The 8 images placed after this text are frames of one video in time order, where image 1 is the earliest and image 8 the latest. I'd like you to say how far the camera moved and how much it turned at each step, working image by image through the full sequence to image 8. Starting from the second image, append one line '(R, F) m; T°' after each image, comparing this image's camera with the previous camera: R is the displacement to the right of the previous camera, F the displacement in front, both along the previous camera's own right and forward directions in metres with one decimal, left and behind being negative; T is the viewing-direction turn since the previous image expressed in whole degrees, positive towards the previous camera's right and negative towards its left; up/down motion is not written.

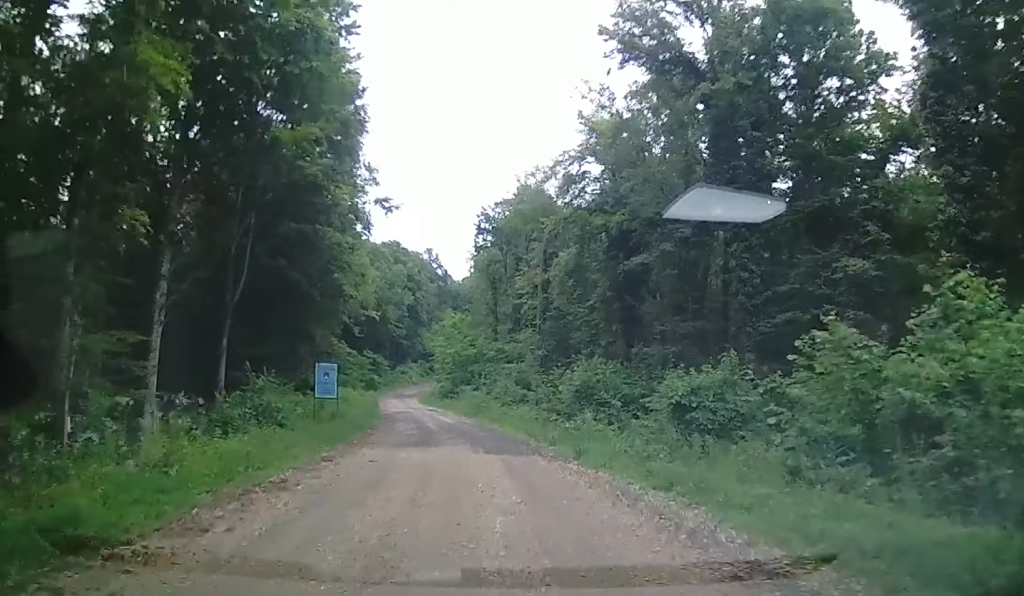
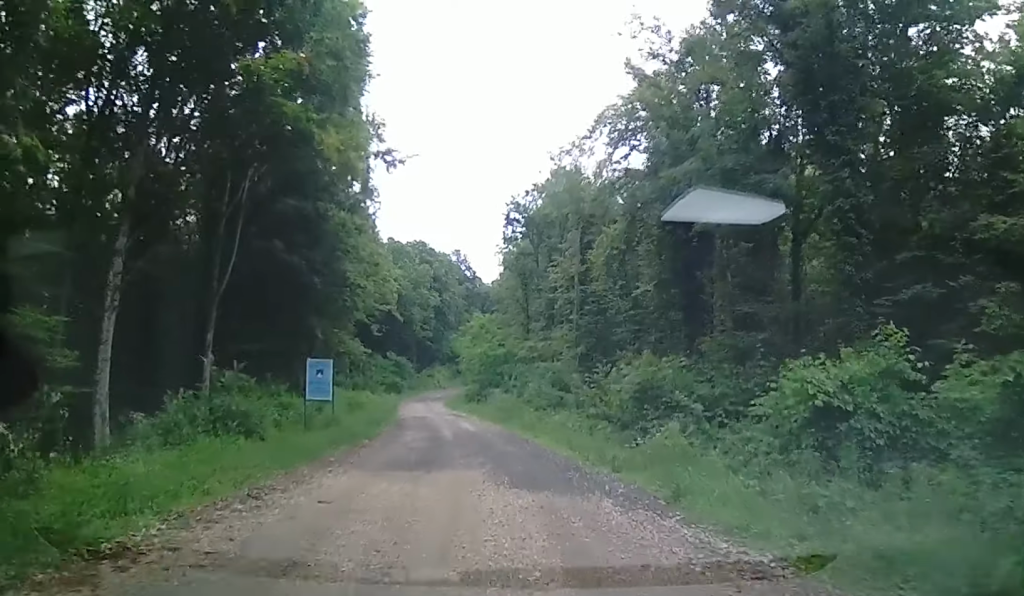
(-0.2, +6.2) m; -6°
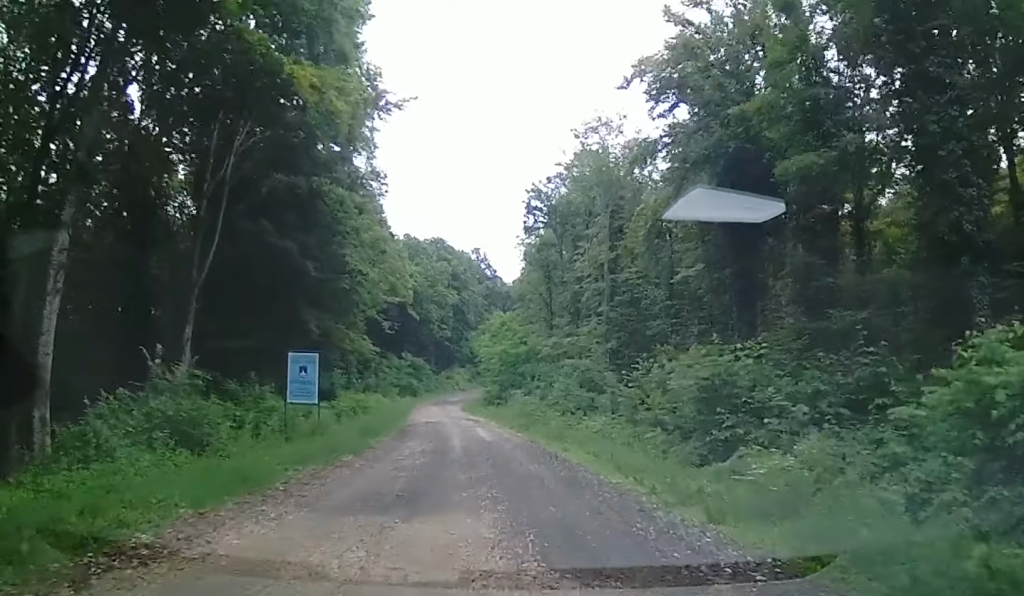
(-0.4, +4.9) m; +1°
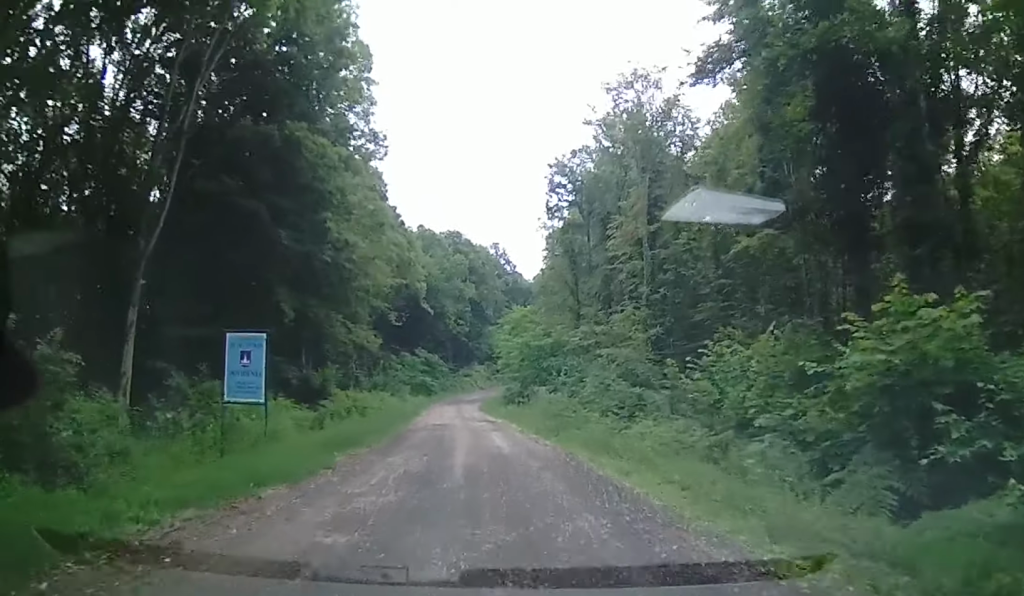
(+0.4, +6.7) m; +6°
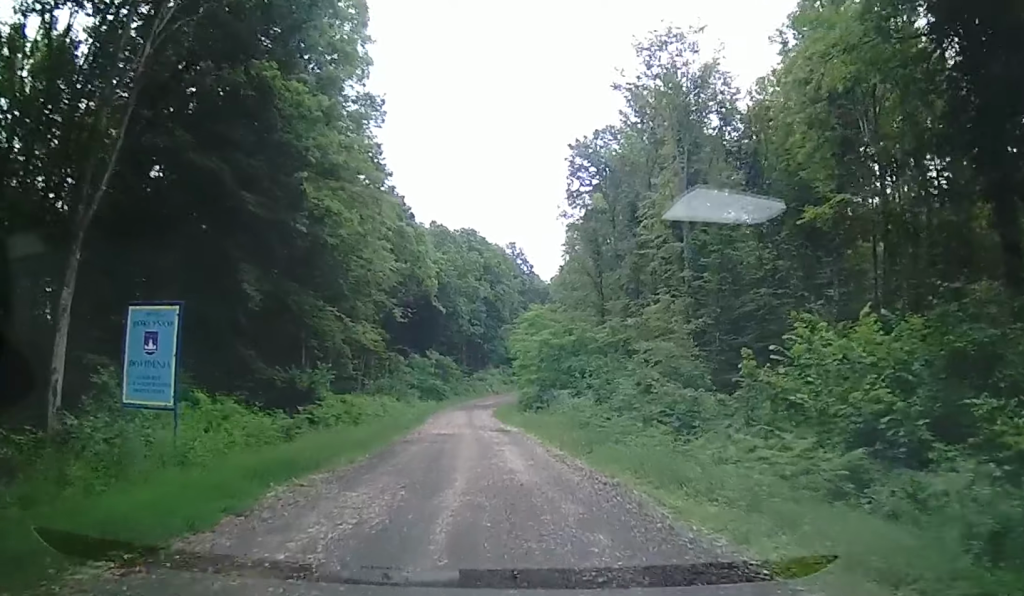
(+0.3, +5.1) m; 0°
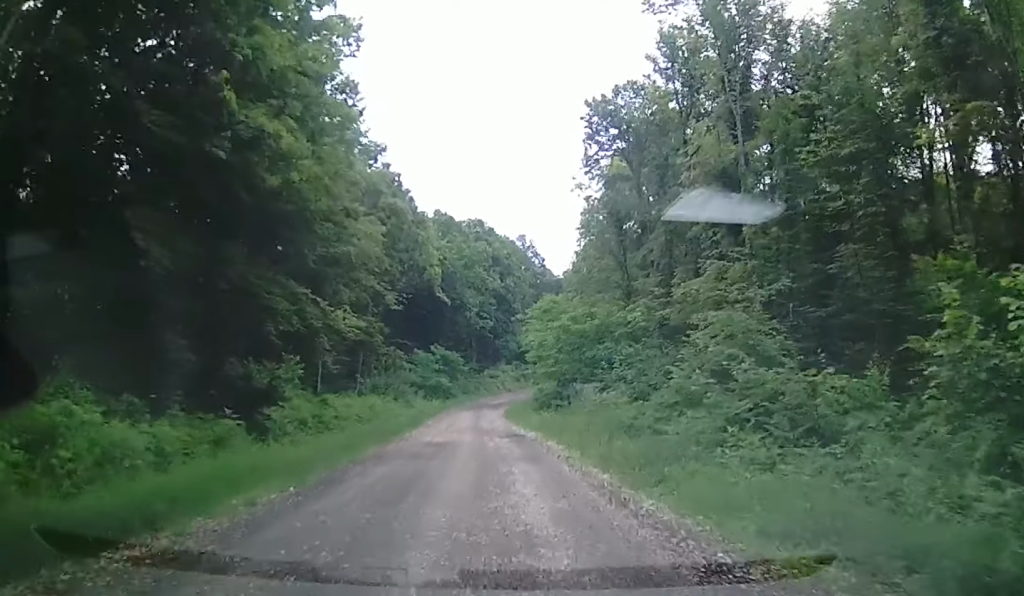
(-0.2, +6.6) m; -6°
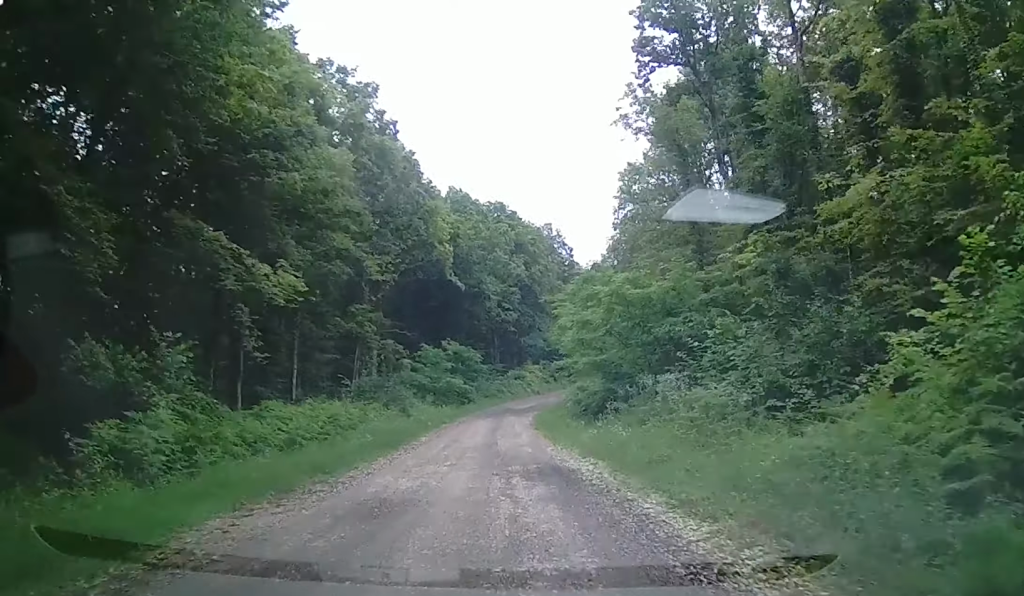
(-0.7, +11.1) m; -2°
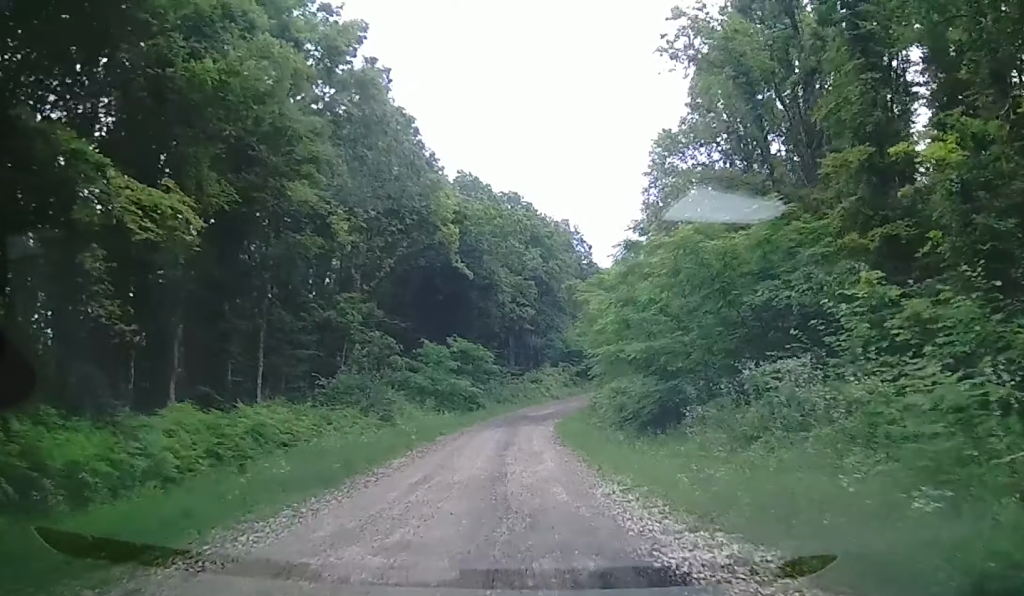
(-0.1, +7.2) m; -3°
